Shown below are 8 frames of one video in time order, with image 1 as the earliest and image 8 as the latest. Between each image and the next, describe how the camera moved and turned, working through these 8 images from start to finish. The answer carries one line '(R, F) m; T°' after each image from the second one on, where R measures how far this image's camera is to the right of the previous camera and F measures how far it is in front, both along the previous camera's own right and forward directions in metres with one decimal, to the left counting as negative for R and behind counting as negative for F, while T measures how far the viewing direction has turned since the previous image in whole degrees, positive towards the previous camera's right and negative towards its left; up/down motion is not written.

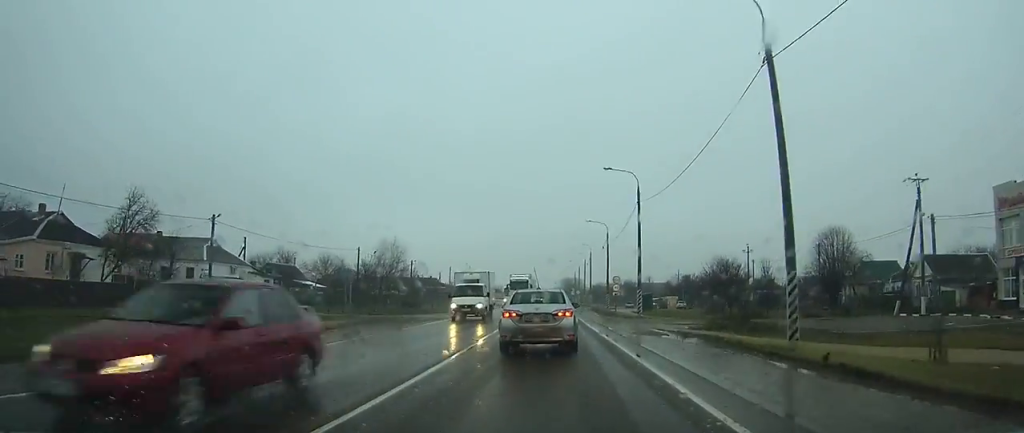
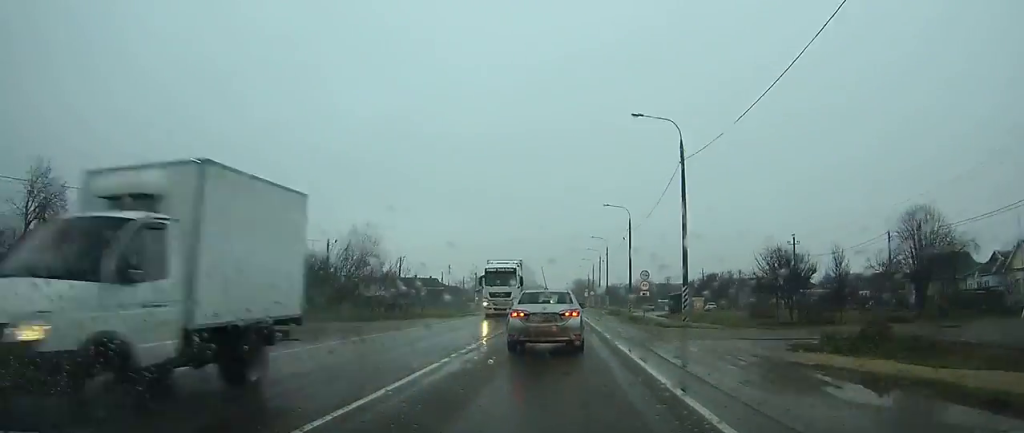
(-0.2, +13.3) m; -1°
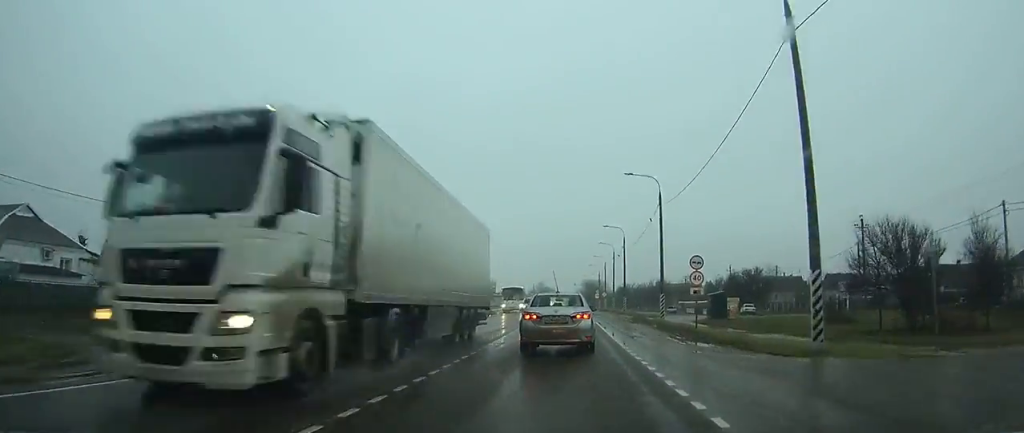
(-0.2, +15.8) m; -1°
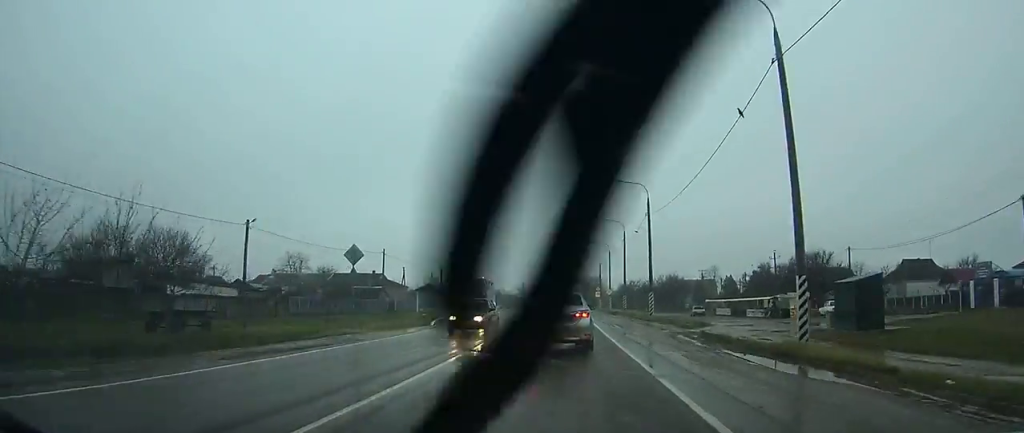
(0.0, +27.2) m; 0°
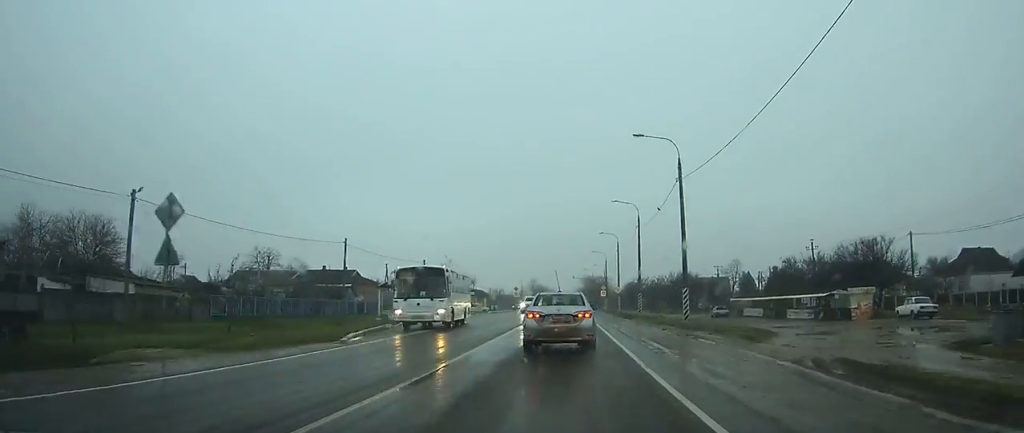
(-0.1, +13.1) m; 0°
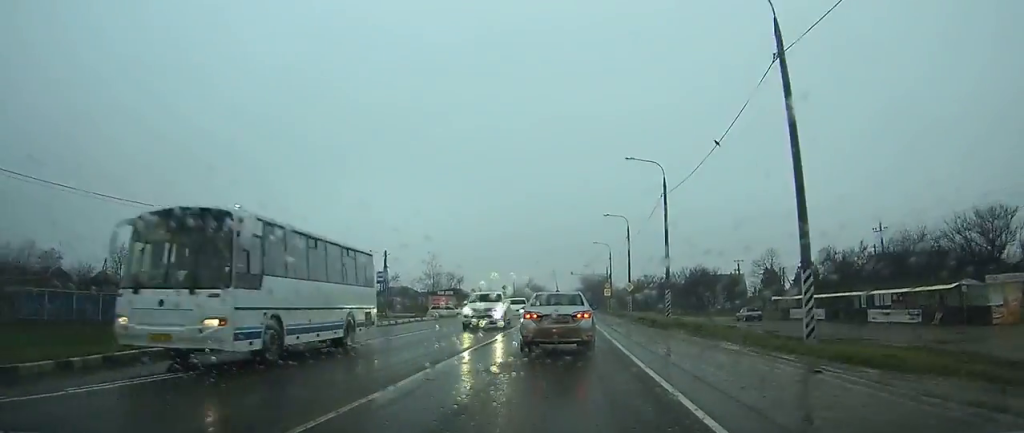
(0.0, +17.1) m; 0°
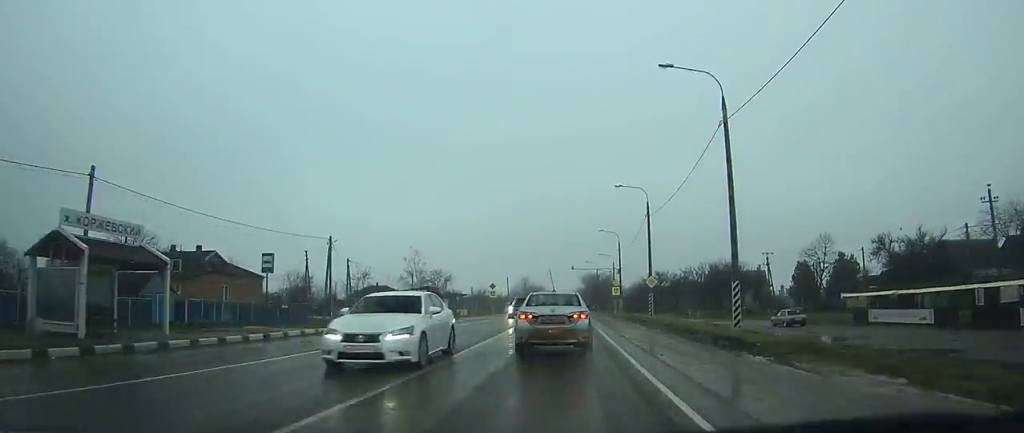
(+0.1, +16.2) m; 0°
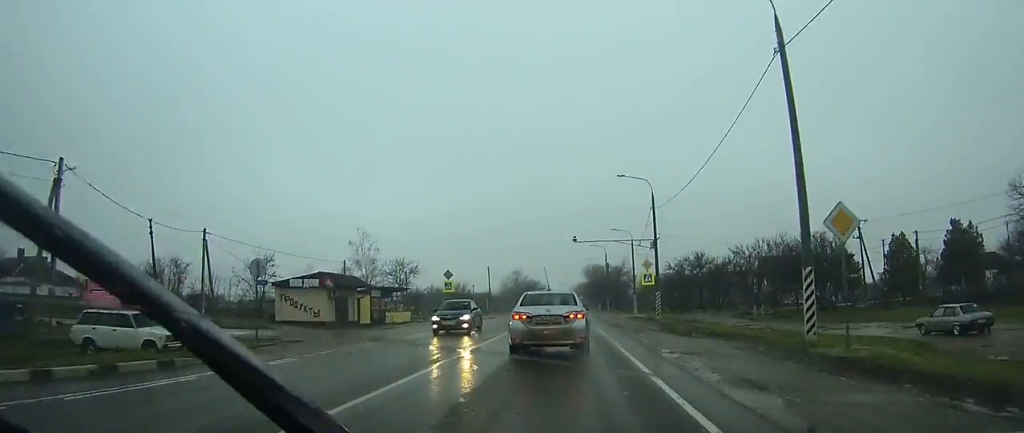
(-0.1, +31.3) m; 0°
